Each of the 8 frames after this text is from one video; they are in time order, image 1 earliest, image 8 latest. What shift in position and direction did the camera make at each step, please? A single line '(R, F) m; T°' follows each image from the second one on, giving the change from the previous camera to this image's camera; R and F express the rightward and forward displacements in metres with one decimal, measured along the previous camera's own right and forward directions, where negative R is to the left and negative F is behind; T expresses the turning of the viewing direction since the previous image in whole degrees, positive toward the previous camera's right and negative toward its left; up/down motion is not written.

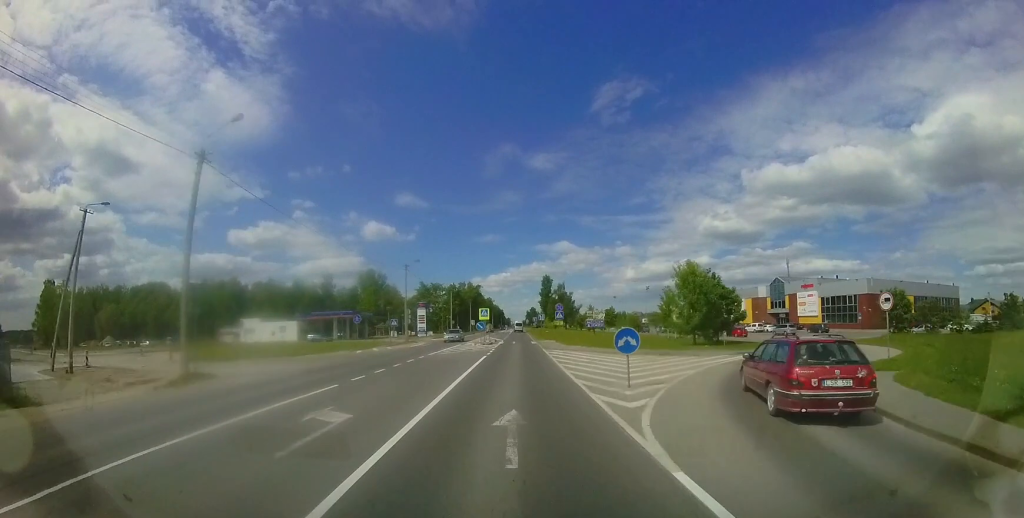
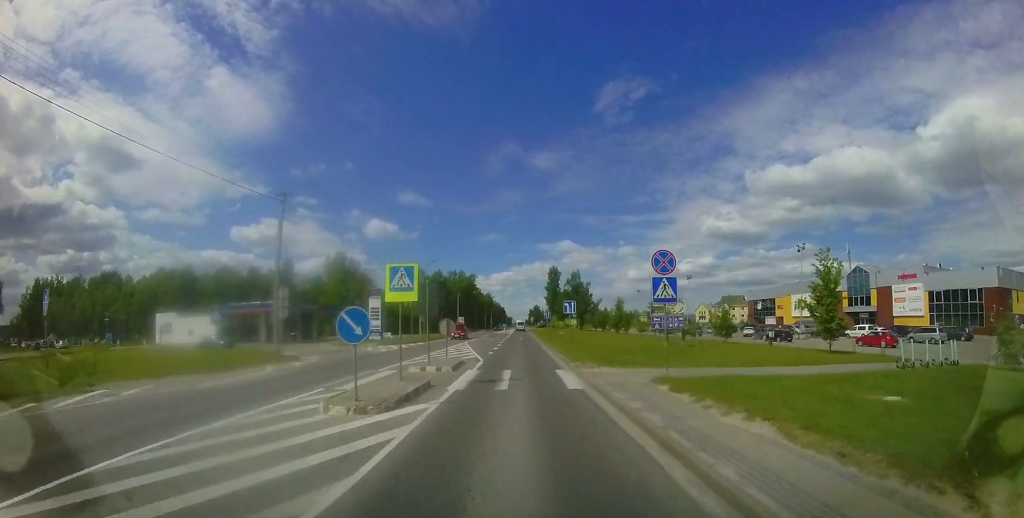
(-0.3, +24.6) m; 0°
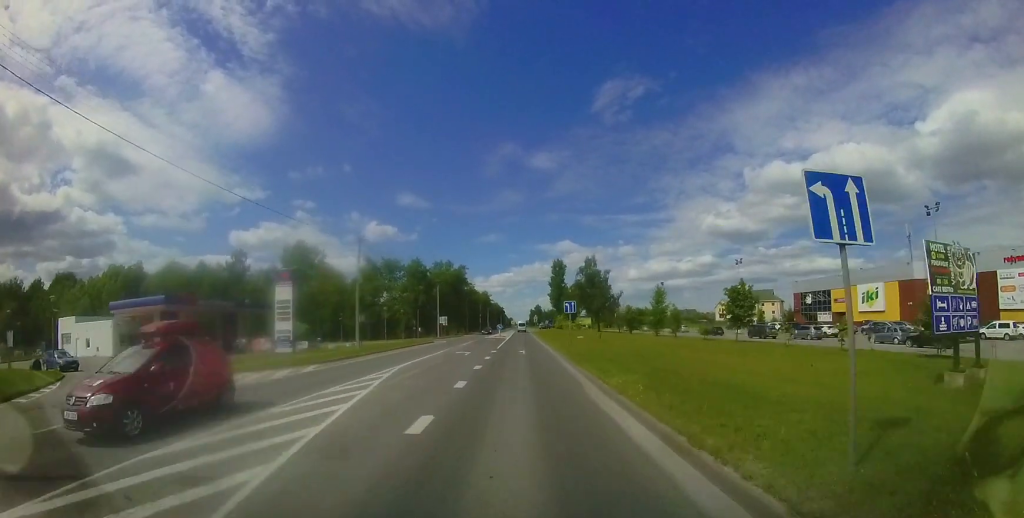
(+0.2, +19.6) m; 0°
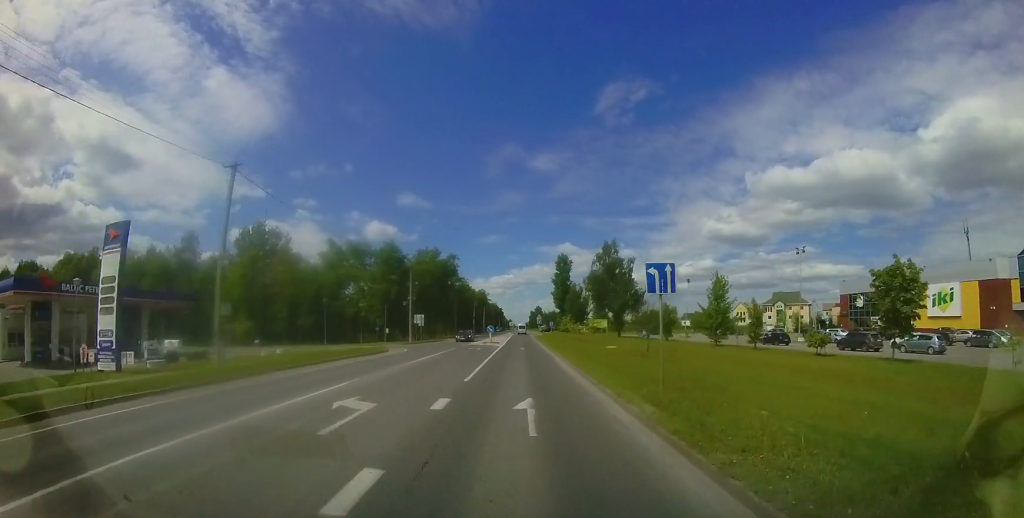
(0.0, +15.3) m; -1°
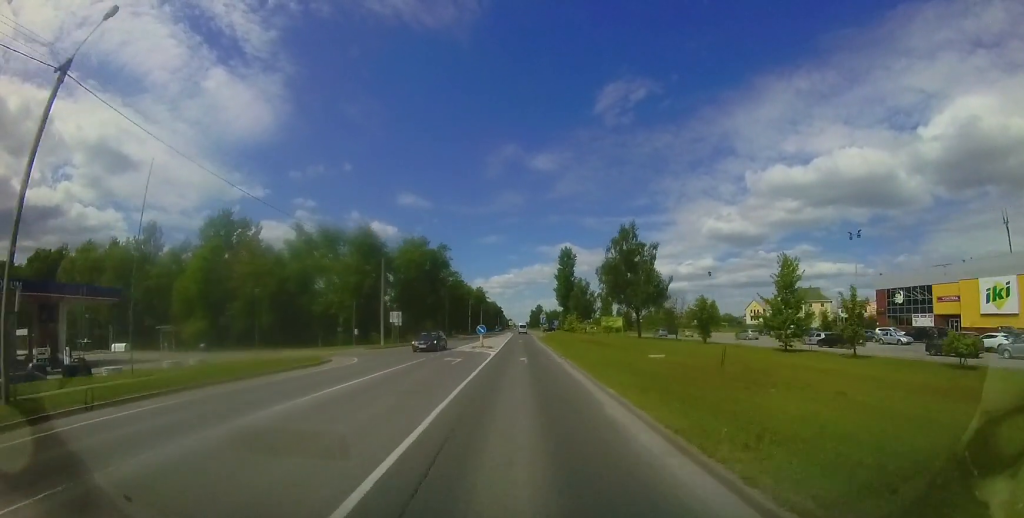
(-0.2, +9.5) m; 0°
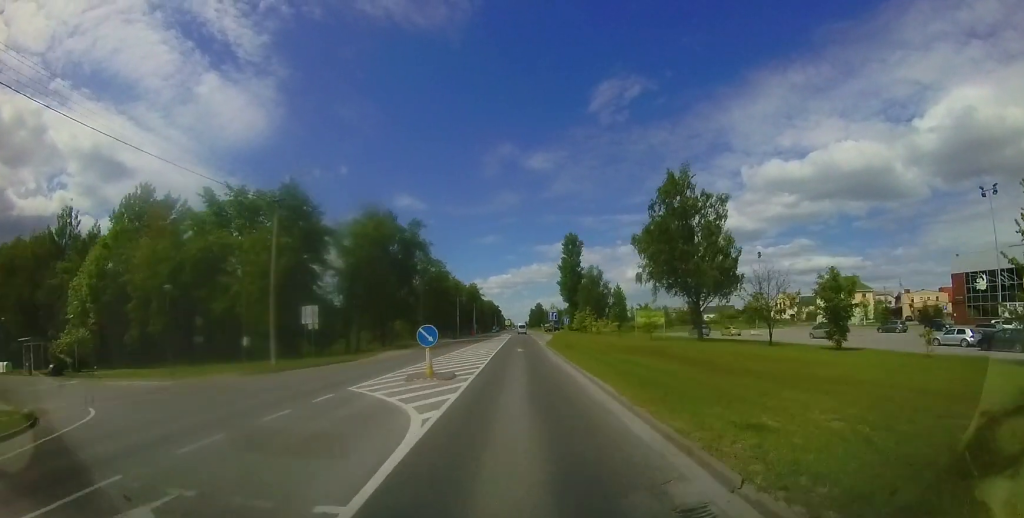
(0.0, +16.2) m; +1°
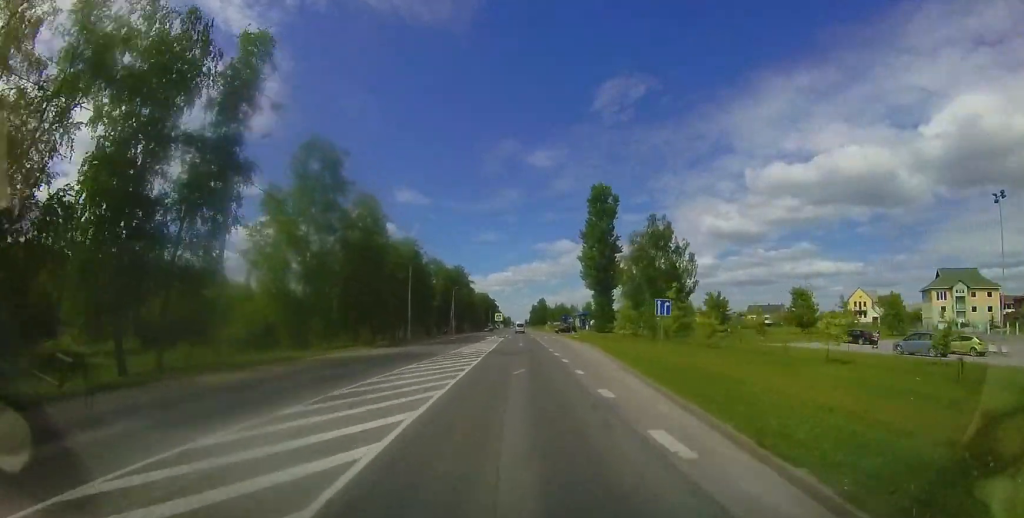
(0.0, +35.1) m; -1°
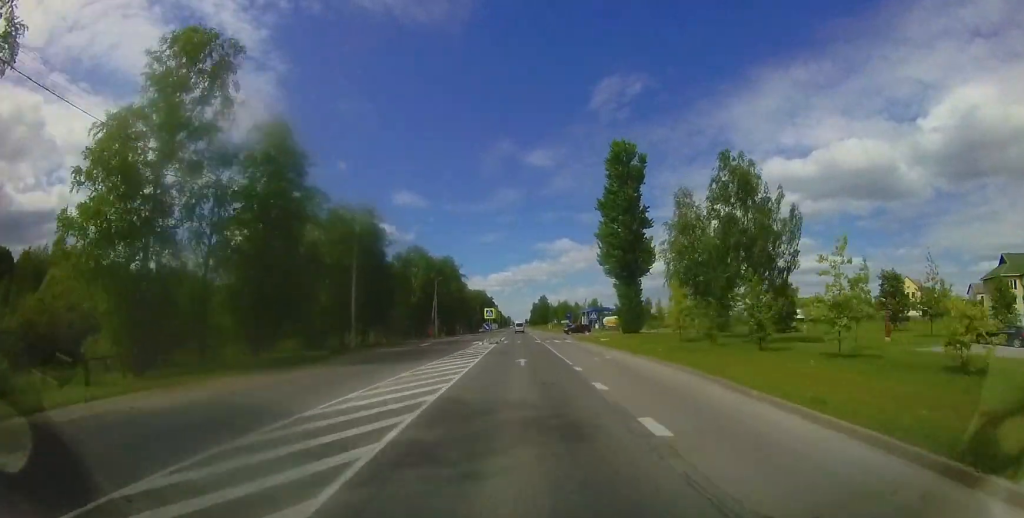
(-0.1, +15.8) m; 0°
